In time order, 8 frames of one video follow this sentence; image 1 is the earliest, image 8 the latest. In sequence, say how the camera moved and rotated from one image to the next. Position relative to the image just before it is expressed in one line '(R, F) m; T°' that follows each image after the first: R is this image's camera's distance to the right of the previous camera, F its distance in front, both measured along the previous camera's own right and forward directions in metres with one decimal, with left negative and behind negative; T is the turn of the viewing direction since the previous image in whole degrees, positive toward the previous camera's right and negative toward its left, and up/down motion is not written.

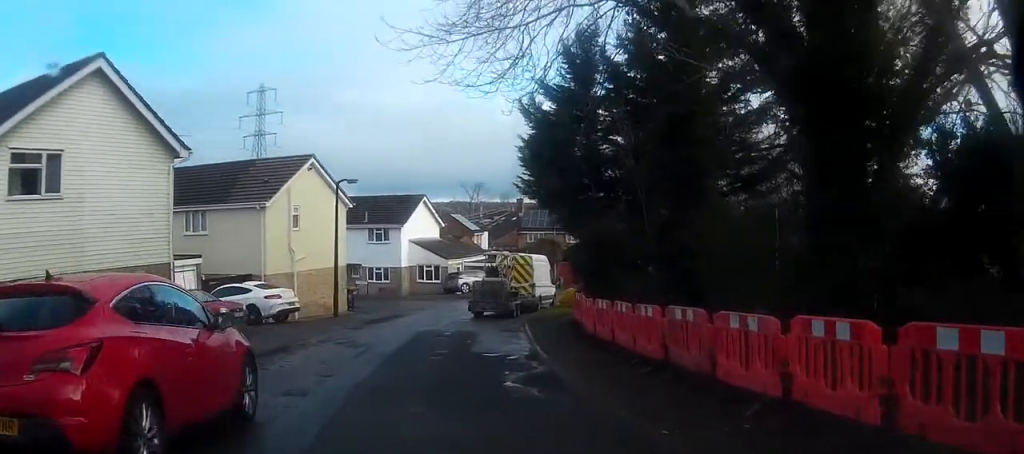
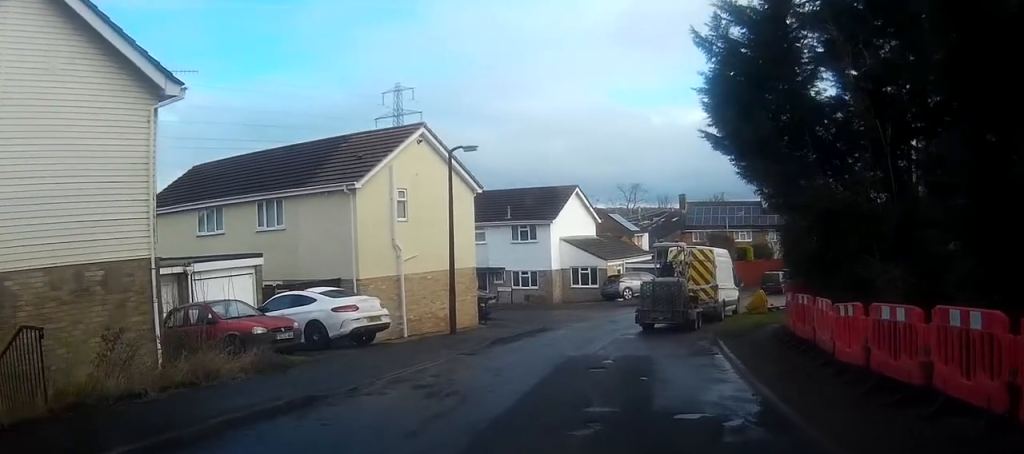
(-0.6, +5.7) m; -8°
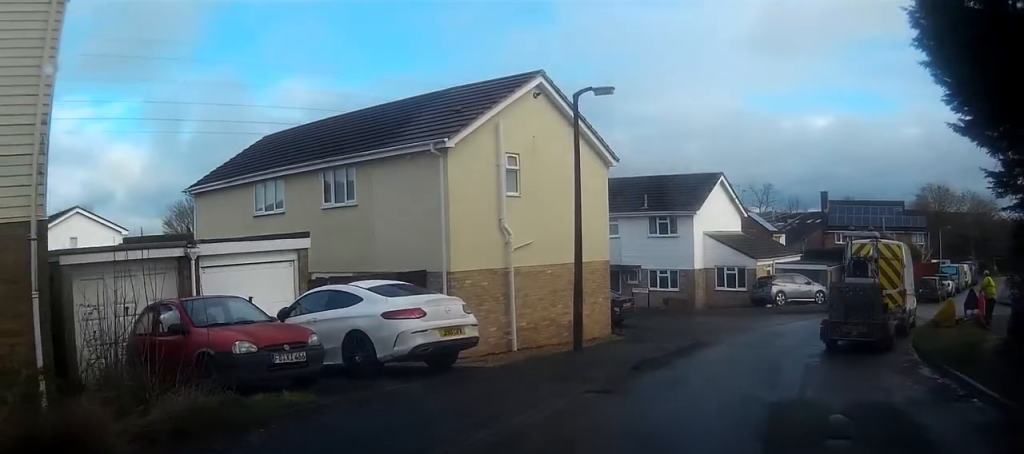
(0.0, +4.3) m; +4°
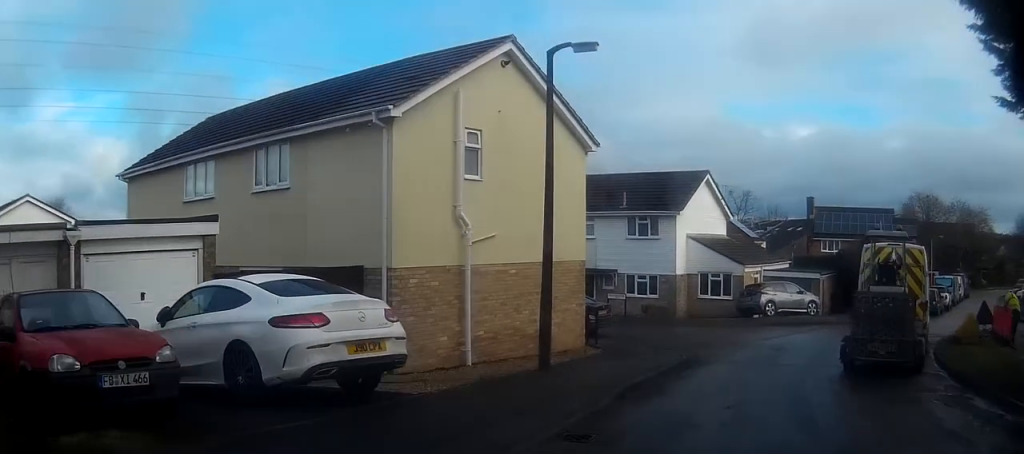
(+0.1, +2.1) m; +3°
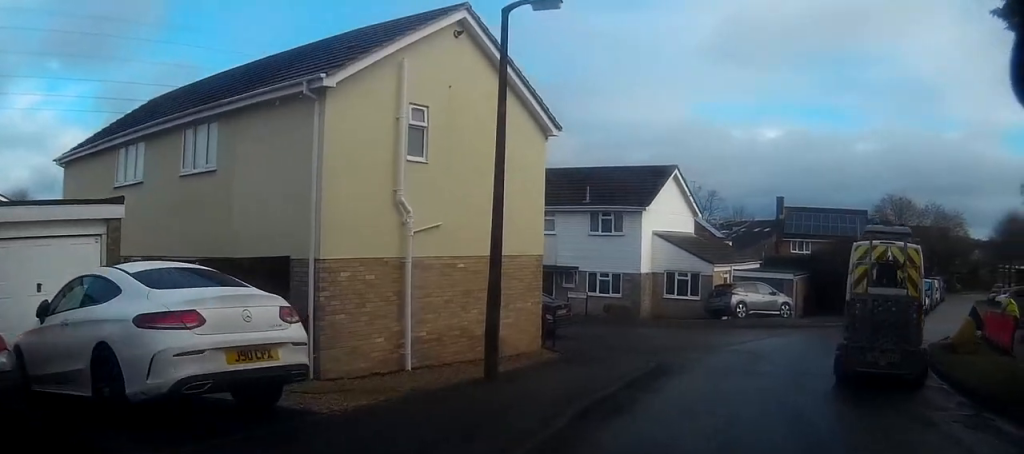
(0.0, +1.4) m; +1°
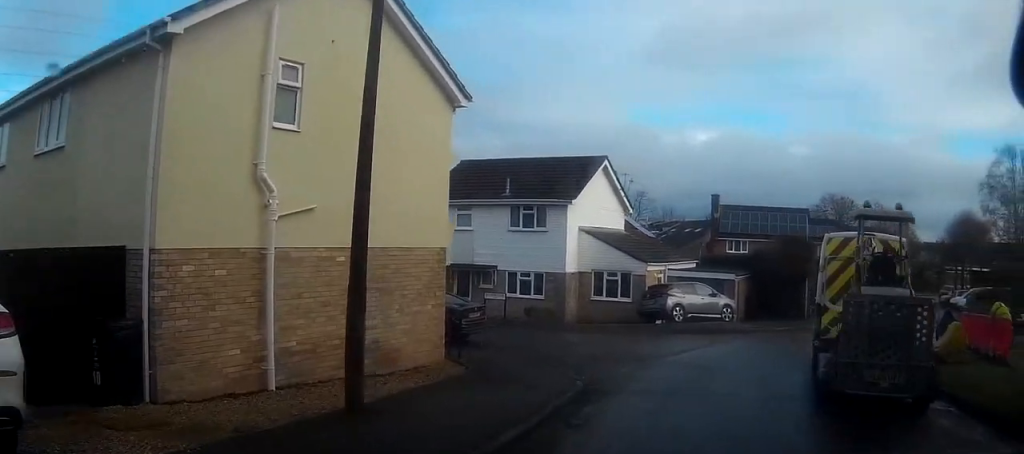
(0.0, +2.4) m; 0°
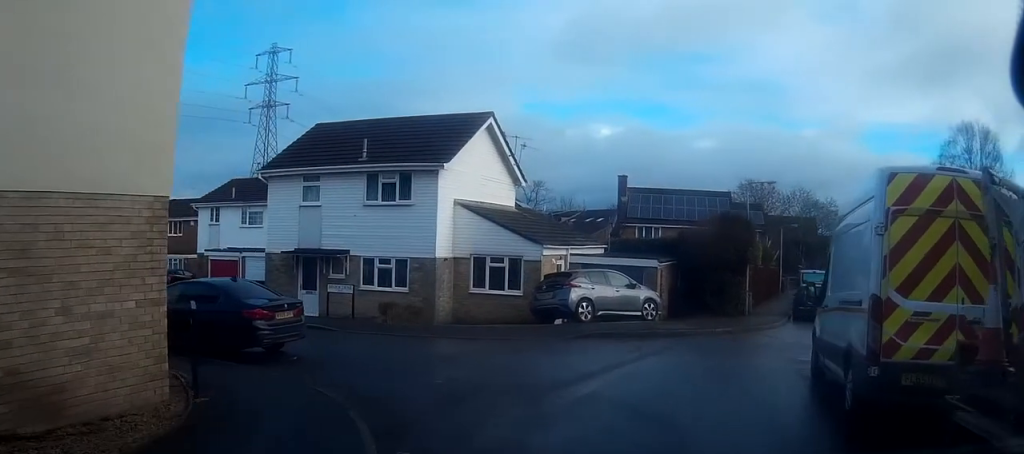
(+0.1, +6.5) m; +2°
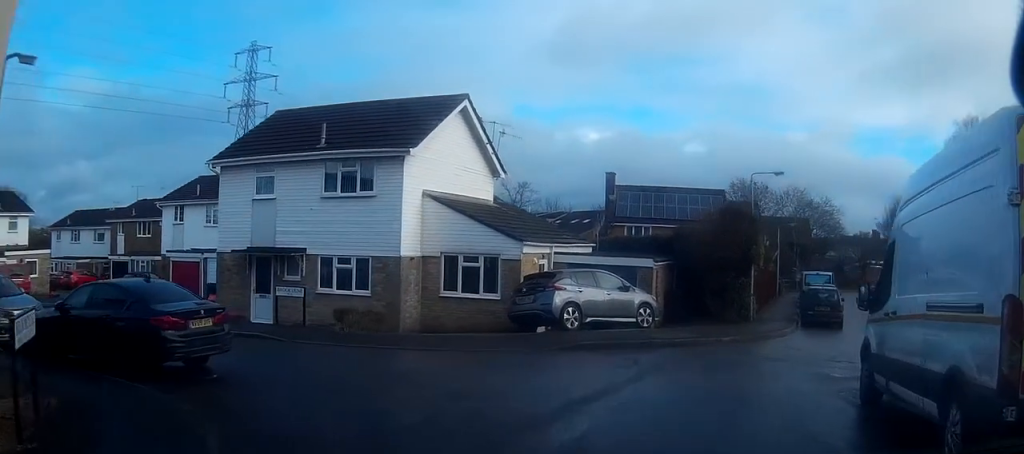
(0.0, +2.5) m; +1°
